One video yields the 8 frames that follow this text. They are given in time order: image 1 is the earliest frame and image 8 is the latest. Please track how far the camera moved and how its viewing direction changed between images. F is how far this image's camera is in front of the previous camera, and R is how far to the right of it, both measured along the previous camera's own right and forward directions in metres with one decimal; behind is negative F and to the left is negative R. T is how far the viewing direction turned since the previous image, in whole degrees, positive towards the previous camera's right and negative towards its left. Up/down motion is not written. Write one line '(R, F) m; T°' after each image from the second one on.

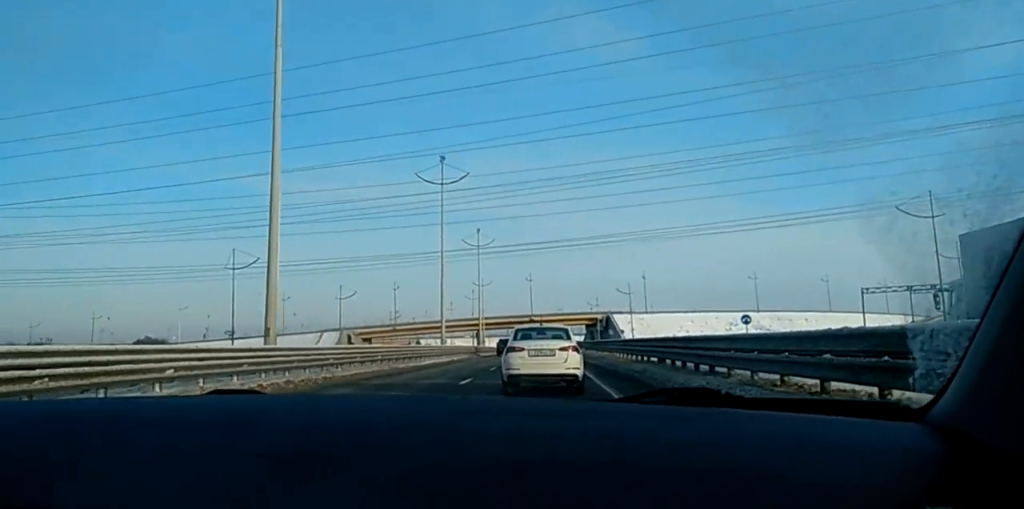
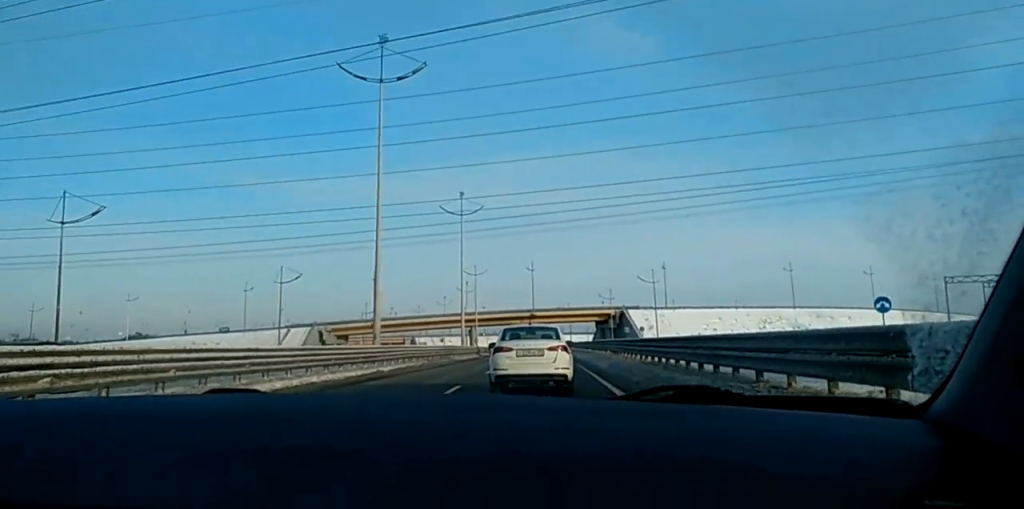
(+1.0, +28.0) m; +1°
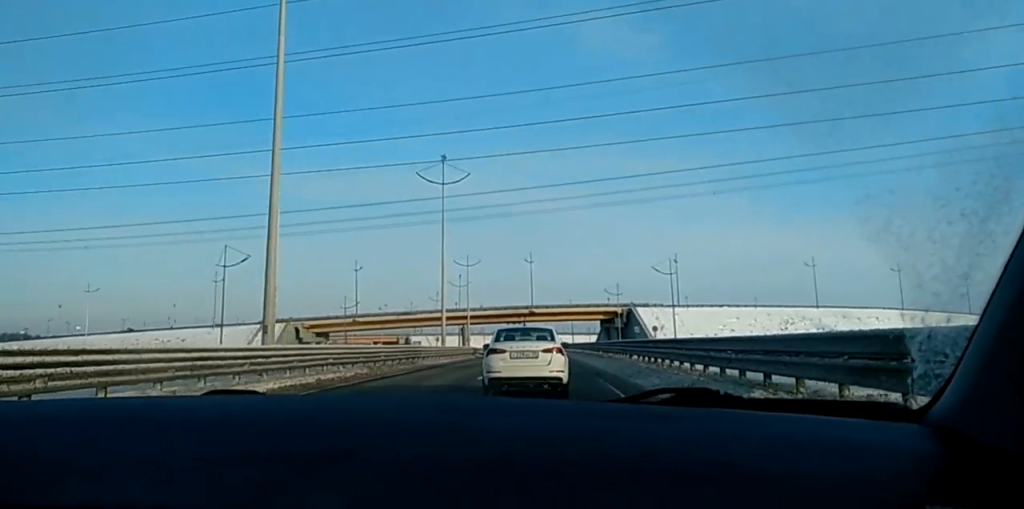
(-0.4, +16.1) m; -2°
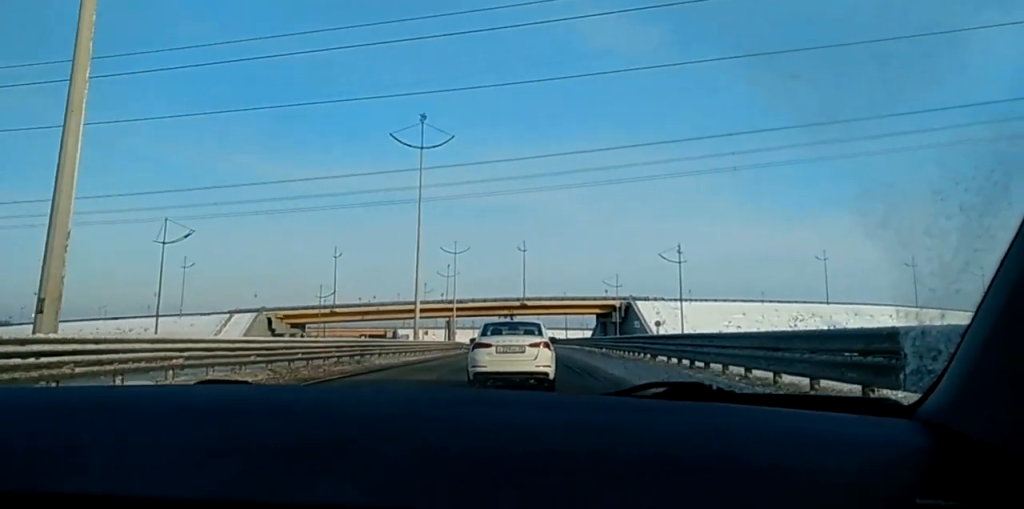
(-0.1, +10.8) m; -1°
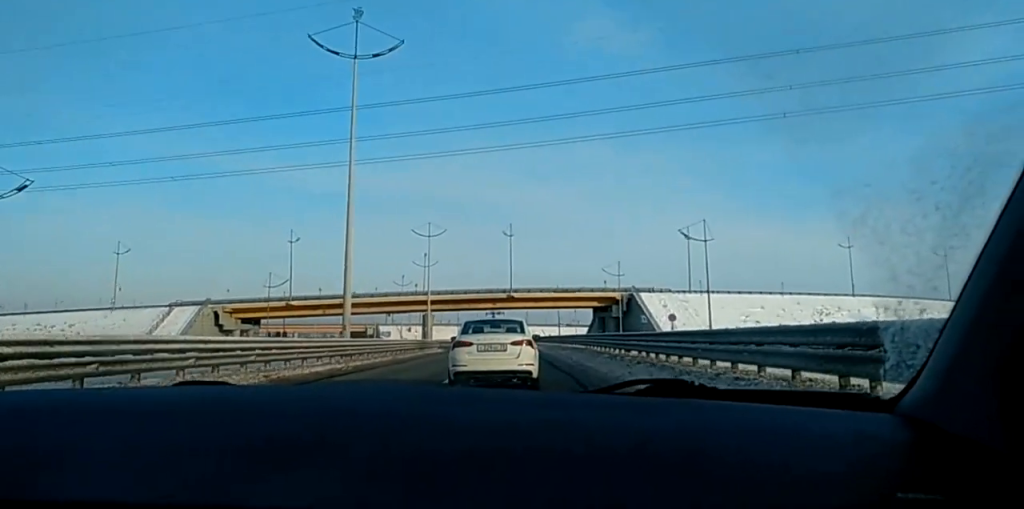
(-0.1, +19.2) m; -1°
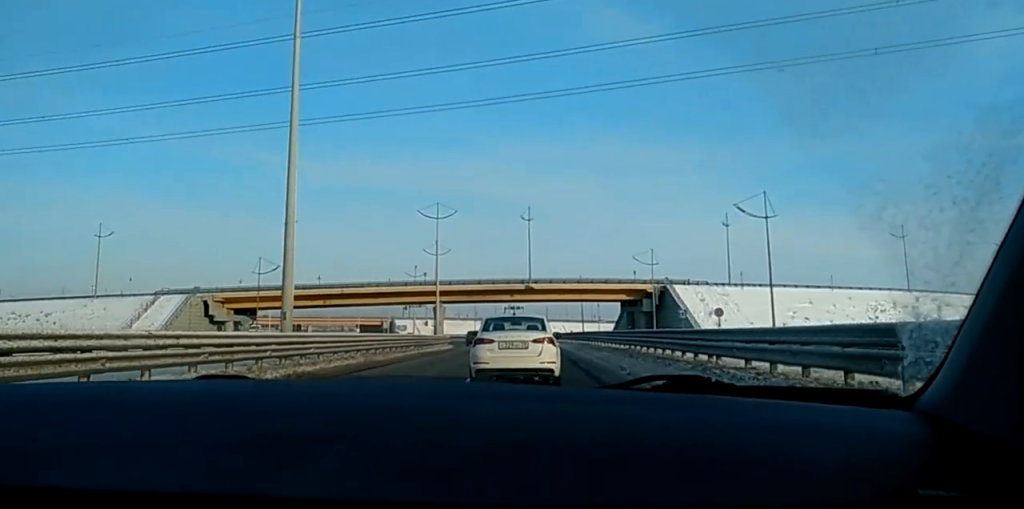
(-0.2, +13.1) m; -1°
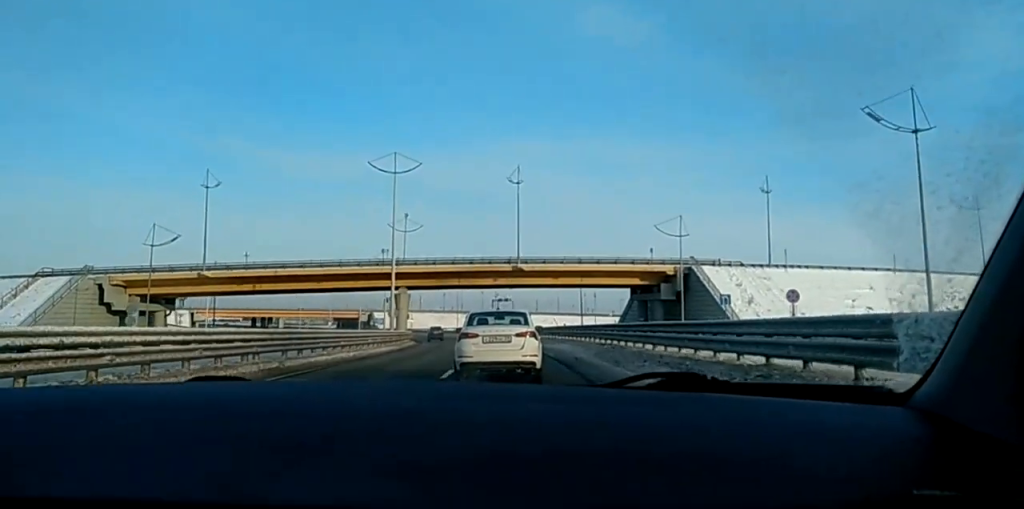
(-0.1, +25.5) m; 0°
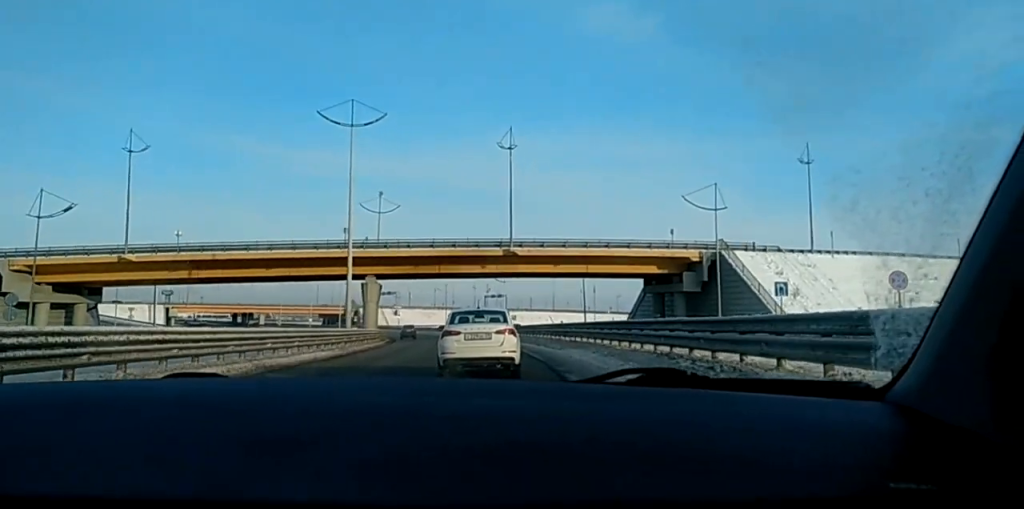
(-0.1, +15.8) m; -1°
